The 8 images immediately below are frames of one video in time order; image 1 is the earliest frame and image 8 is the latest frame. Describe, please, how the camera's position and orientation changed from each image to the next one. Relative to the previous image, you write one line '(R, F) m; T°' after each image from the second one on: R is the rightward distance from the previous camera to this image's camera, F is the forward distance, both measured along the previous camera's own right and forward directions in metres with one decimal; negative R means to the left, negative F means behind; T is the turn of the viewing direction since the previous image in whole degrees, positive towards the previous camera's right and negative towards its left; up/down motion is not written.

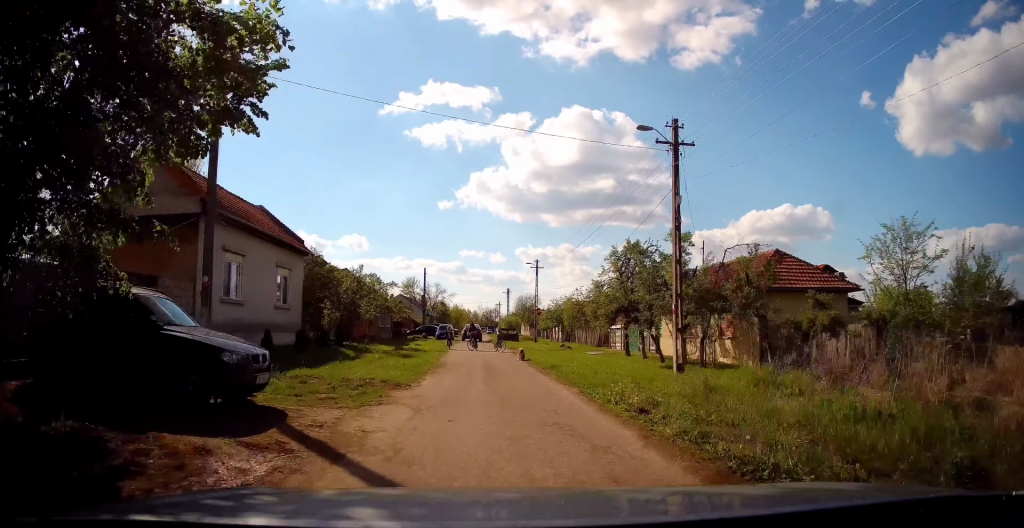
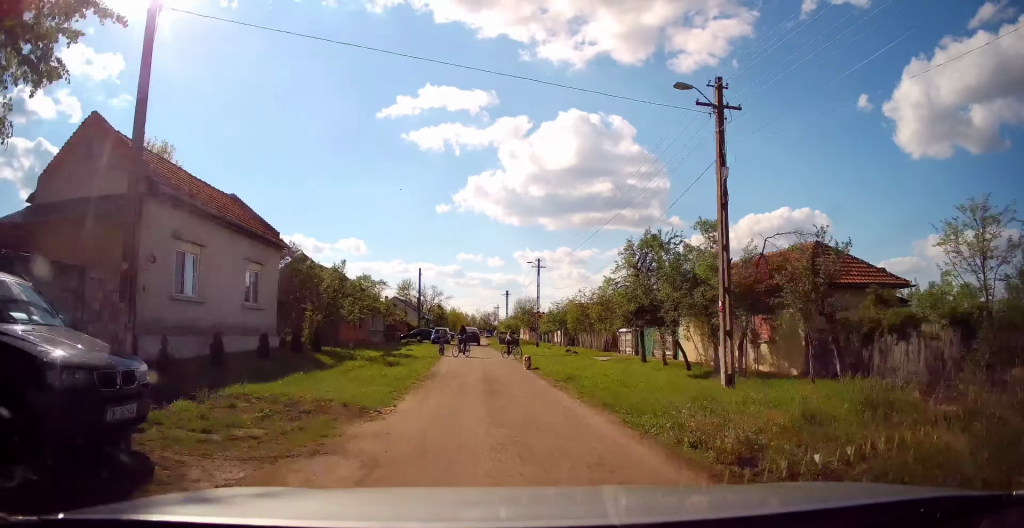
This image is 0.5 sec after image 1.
(-0.4, +3.5) m; 0°
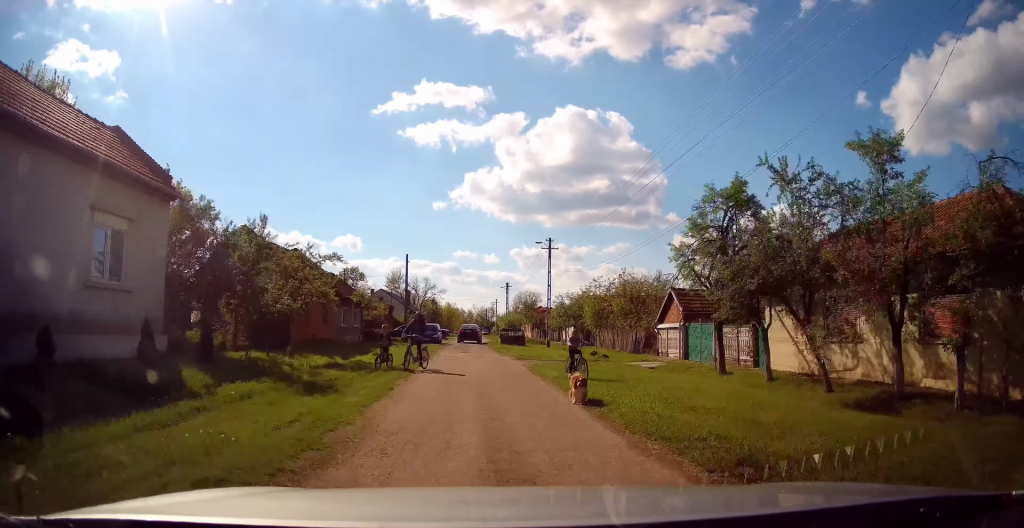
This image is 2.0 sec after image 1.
(+0.6, +9.8) m; +1°
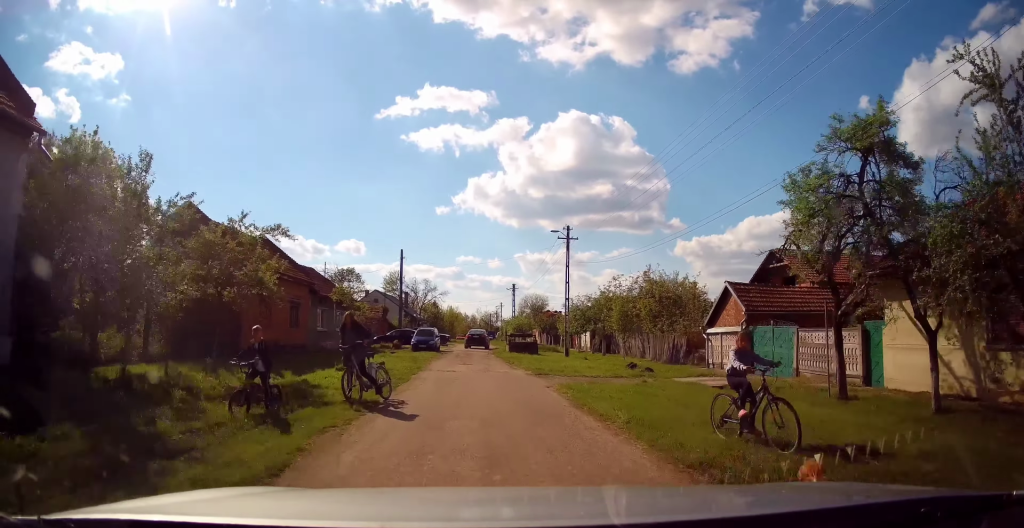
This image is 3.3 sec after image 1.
(-0.2, +7.0) m; +1°
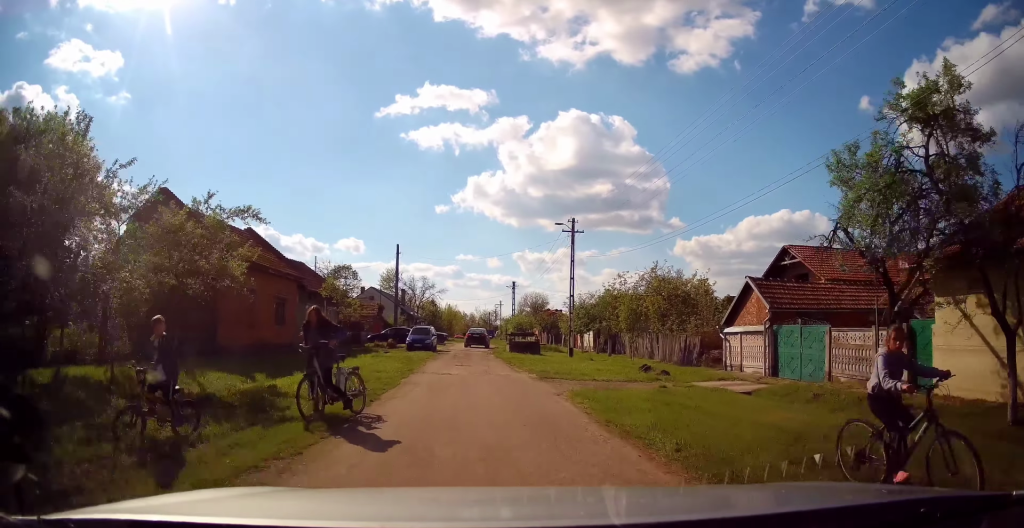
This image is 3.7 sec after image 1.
(0.0, +2.1) m; +1°
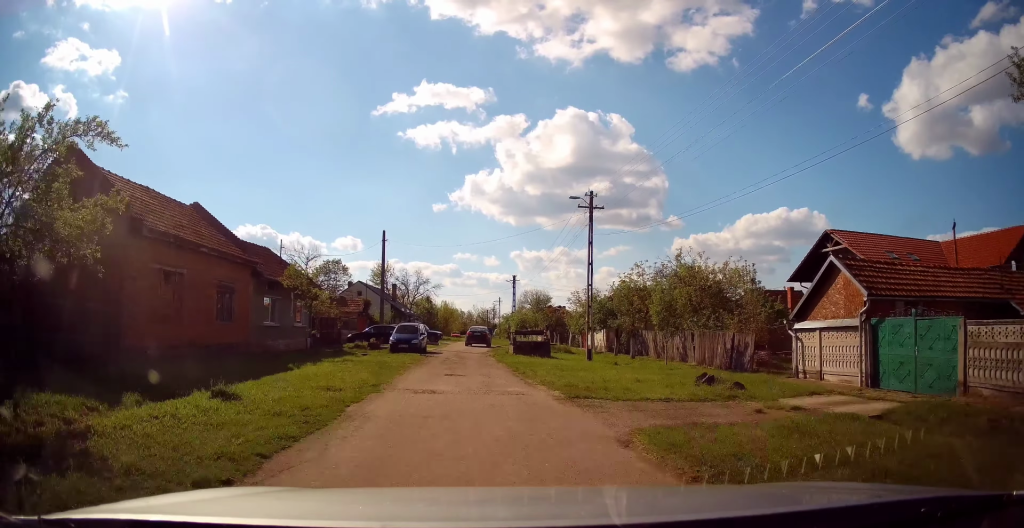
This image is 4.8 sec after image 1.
(0.0, +6.0) m; -2°
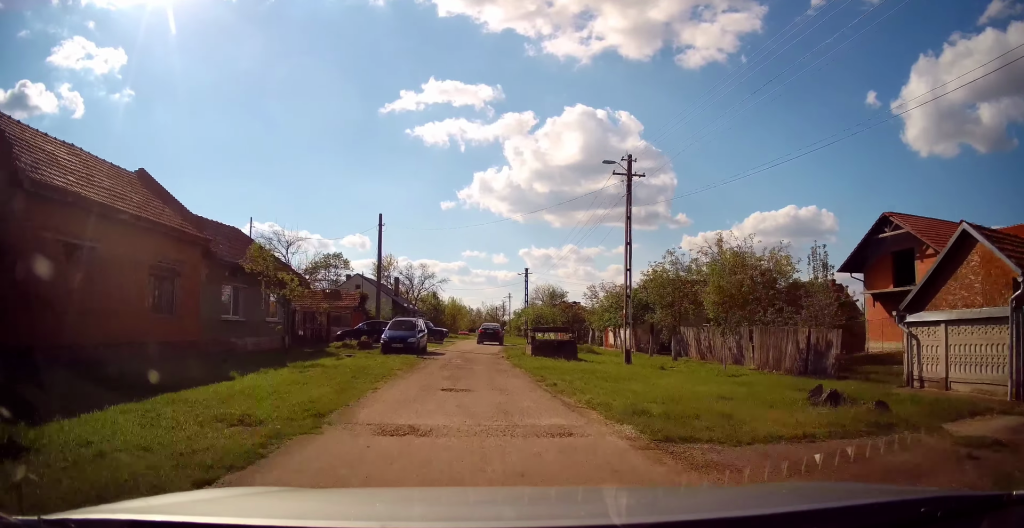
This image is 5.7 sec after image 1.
(-0.2, +4.8) m; -2°
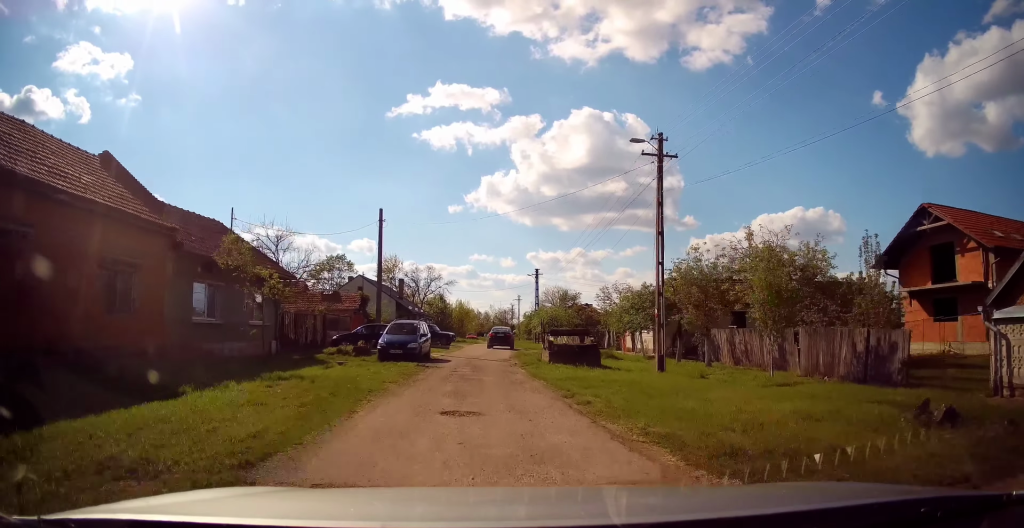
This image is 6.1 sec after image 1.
(0.0, +2.5) m; 0°
